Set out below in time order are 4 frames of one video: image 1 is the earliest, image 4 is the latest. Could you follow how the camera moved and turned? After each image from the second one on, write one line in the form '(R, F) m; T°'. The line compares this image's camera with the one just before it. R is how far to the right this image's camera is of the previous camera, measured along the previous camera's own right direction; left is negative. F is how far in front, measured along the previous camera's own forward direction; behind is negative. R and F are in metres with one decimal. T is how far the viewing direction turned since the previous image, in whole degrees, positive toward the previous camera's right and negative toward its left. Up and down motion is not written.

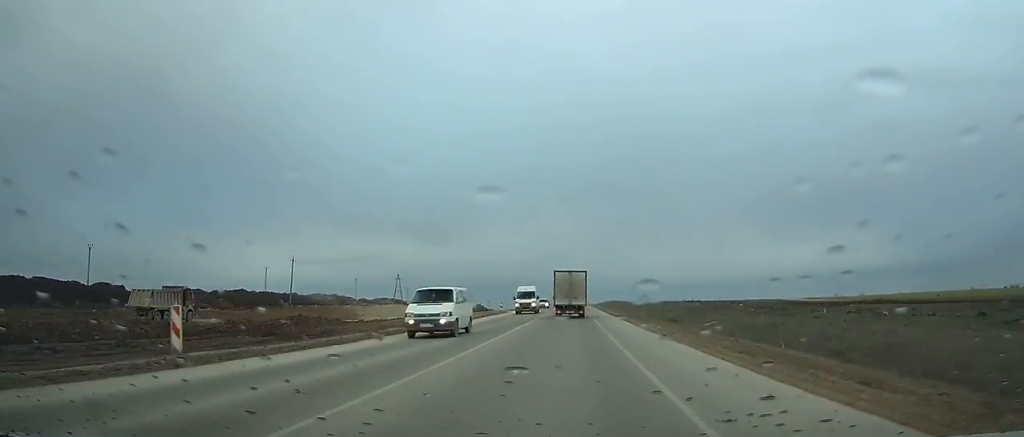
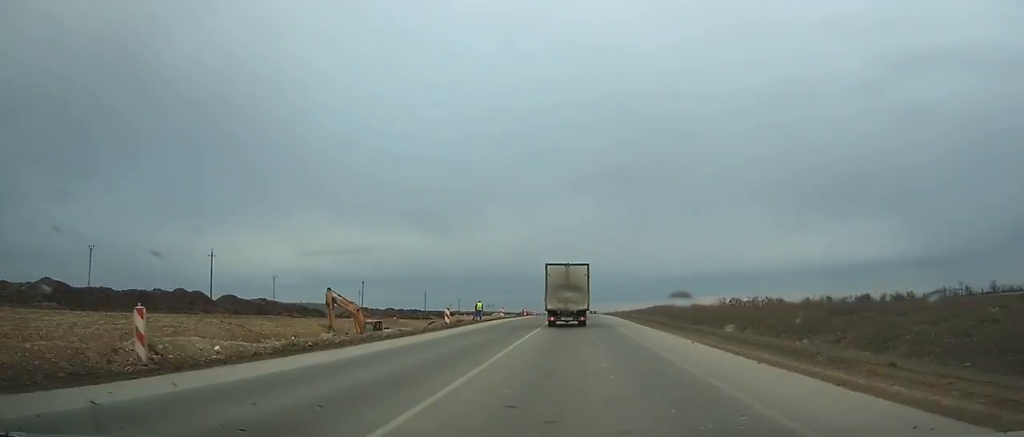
(+0.5, +164.3) m; 0°
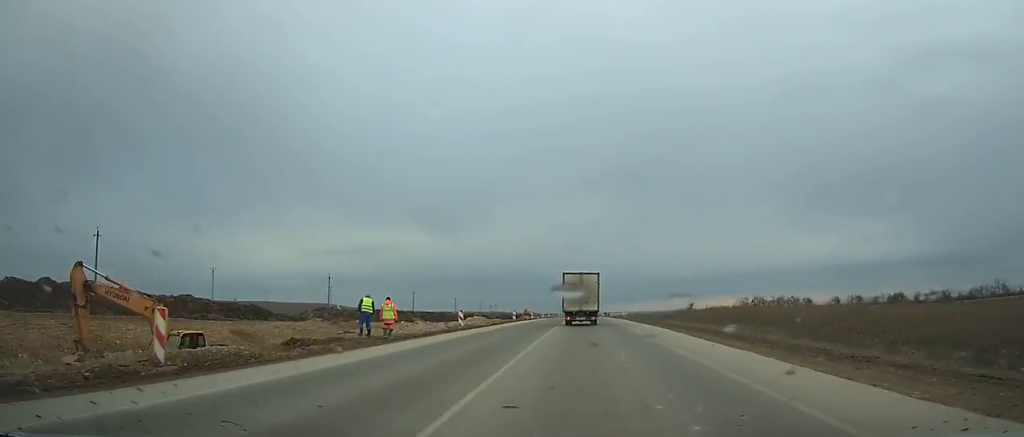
(-0.6, +30.2) m; -1°
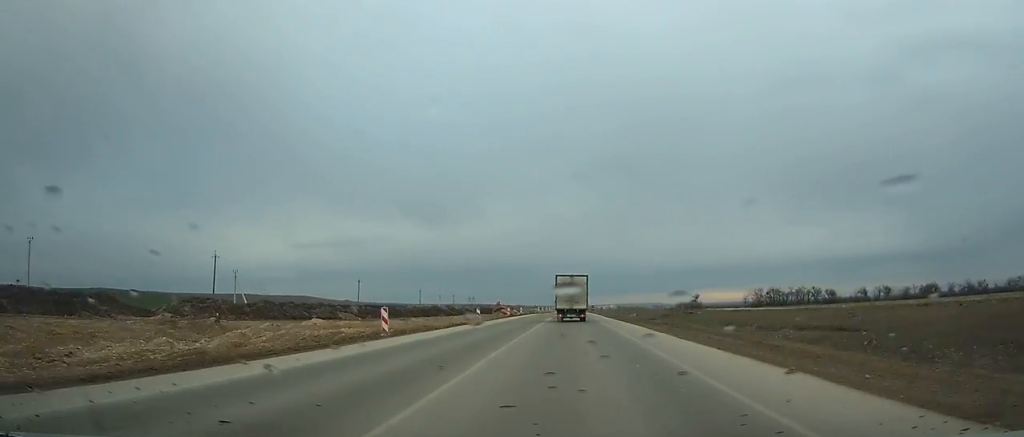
(+0.1, +41.1) m; 0°
